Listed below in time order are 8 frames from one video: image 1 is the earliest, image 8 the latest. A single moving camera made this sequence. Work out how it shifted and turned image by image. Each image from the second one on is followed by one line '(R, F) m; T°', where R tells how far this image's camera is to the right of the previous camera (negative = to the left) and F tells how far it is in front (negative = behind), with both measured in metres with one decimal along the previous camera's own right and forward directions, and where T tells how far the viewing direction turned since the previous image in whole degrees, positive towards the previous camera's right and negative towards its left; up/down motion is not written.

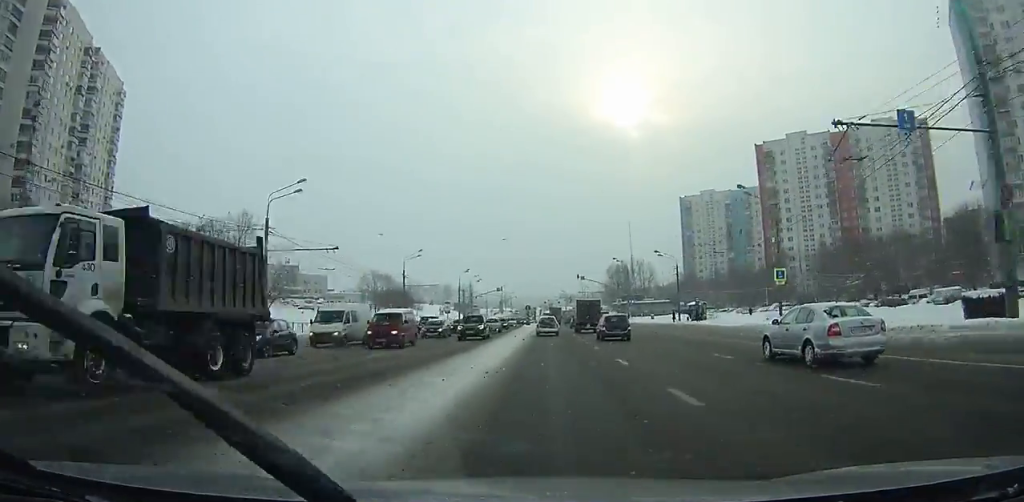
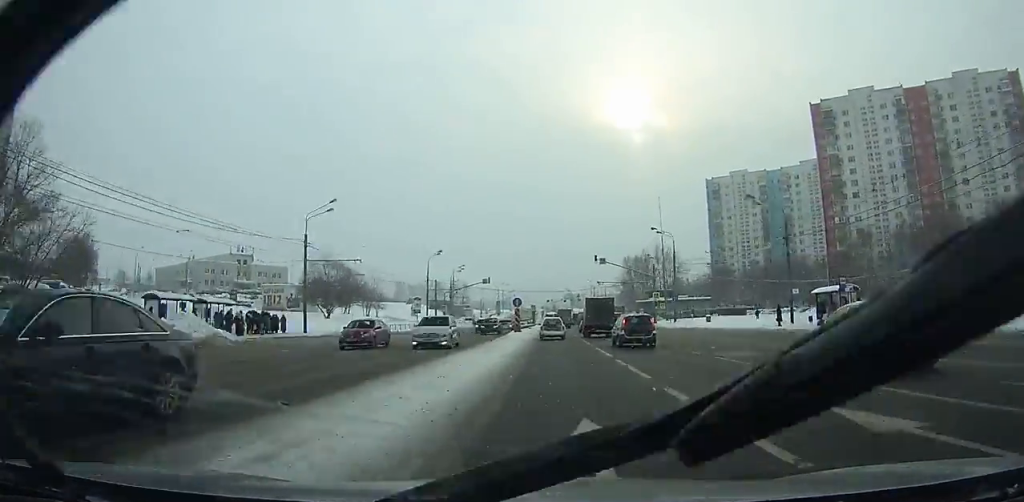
(+0.2, +37.9) m; 0°
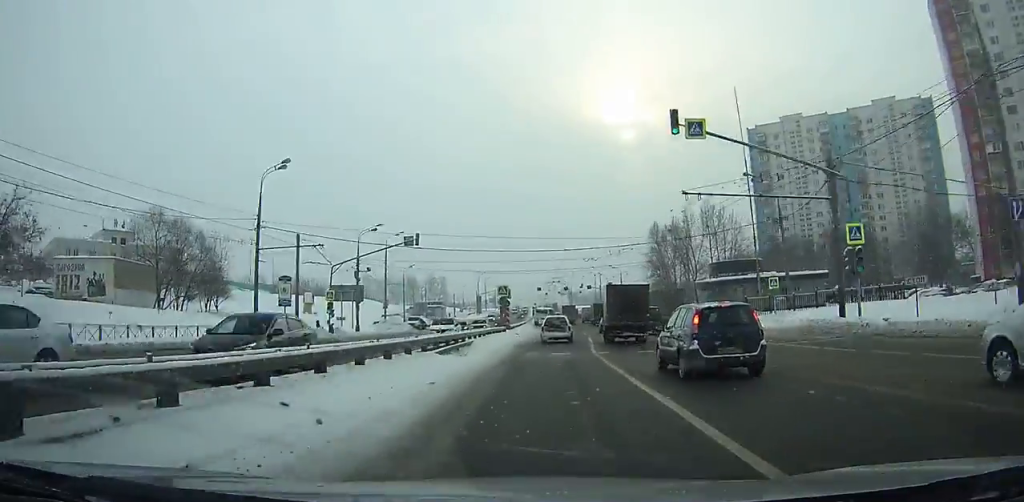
(-0.1, +54.6) m; 0°
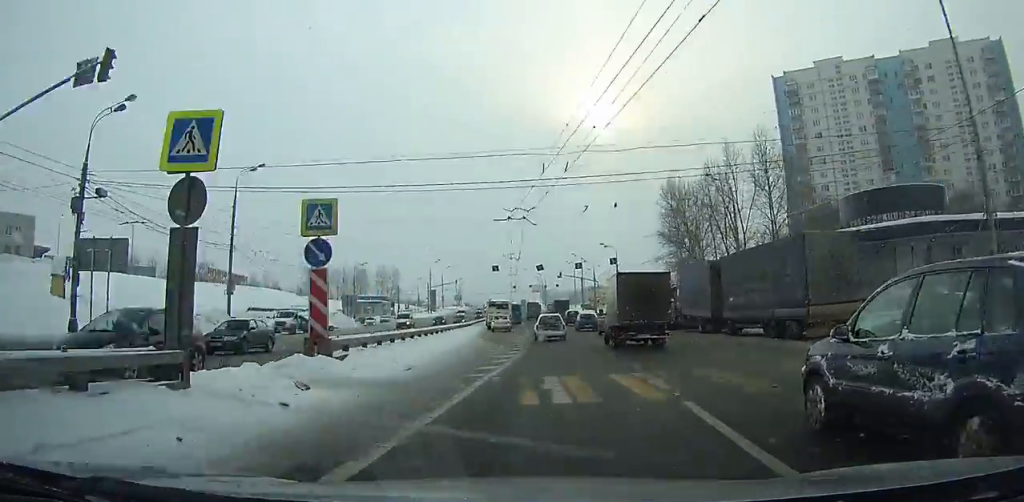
(+0.6, +40.3) m; +1°
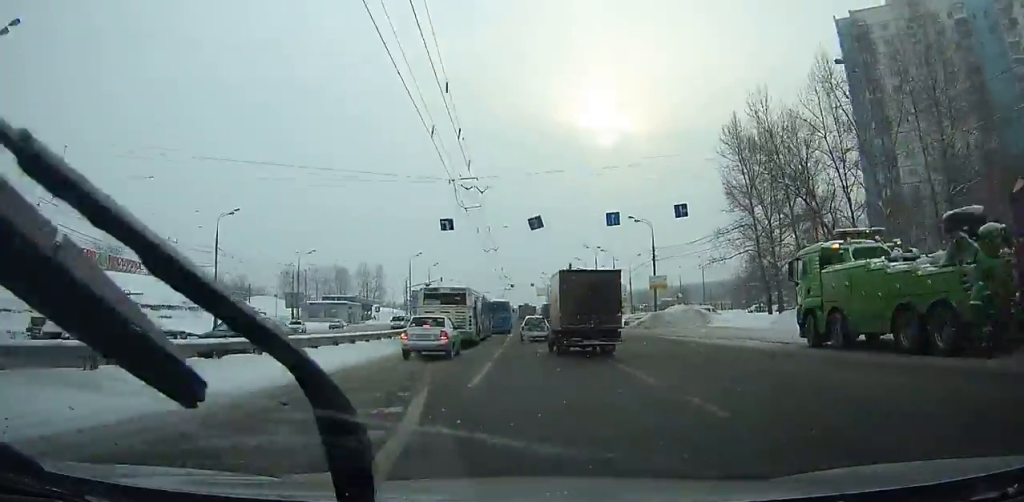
(0.0, +30.5) m; -1°
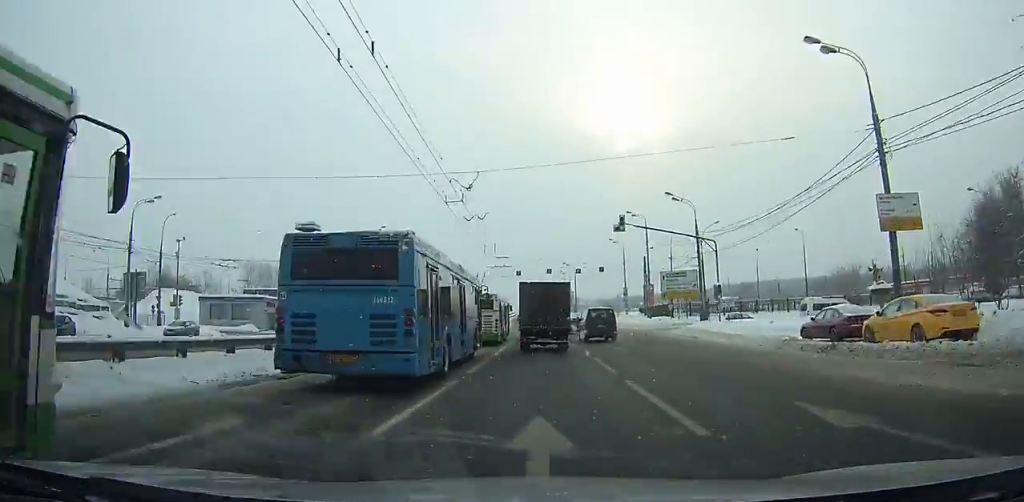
(-0.6, +46.4) m; -1°
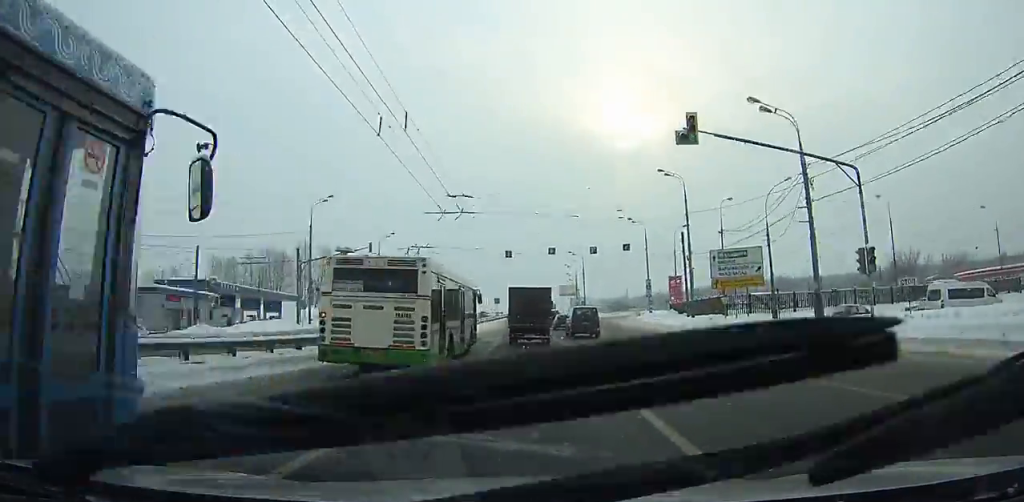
(-0.1, +24.8) m; -1°
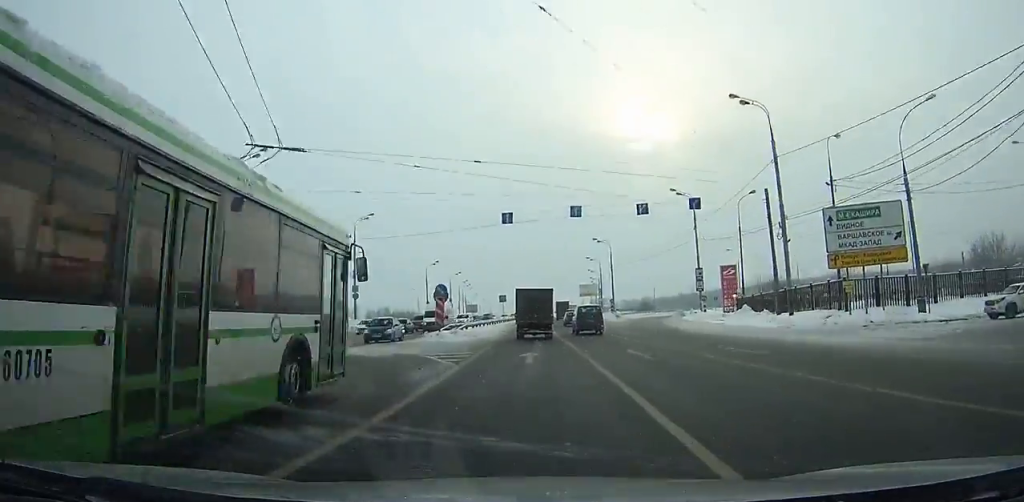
(0.0, +21.5) m; -1°
